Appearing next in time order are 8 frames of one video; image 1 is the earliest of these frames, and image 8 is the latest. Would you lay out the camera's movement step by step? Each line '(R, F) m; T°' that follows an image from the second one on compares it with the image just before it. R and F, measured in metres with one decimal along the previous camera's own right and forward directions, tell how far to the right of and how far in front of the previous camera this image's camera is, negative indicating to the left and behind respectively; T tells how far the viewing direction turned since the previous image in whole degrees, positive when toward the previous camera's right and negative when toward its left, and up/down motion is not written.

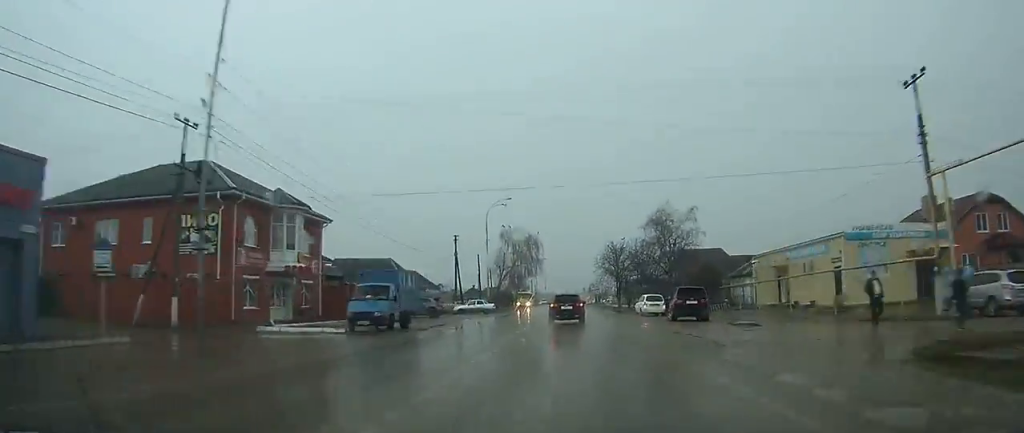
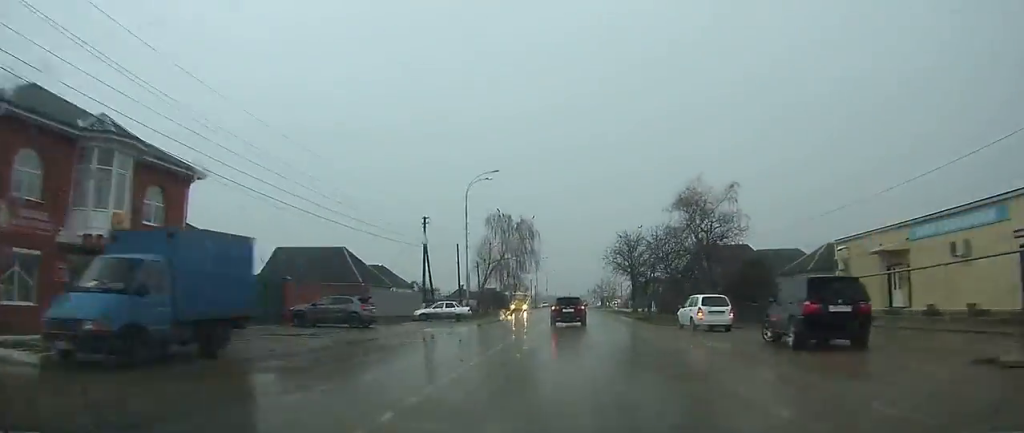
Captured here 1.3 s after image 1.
(+0.1, +16.0) m; 0°
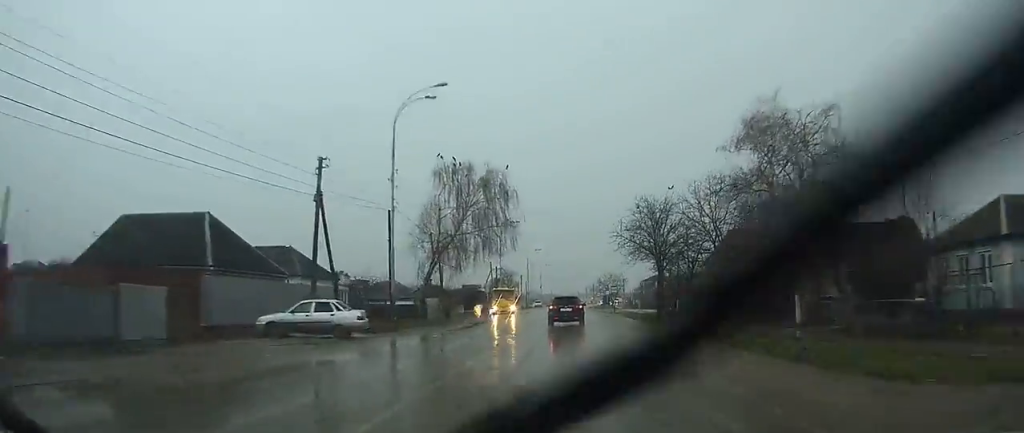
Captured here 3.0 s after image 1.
(+0.1, +21.9) m; 0°
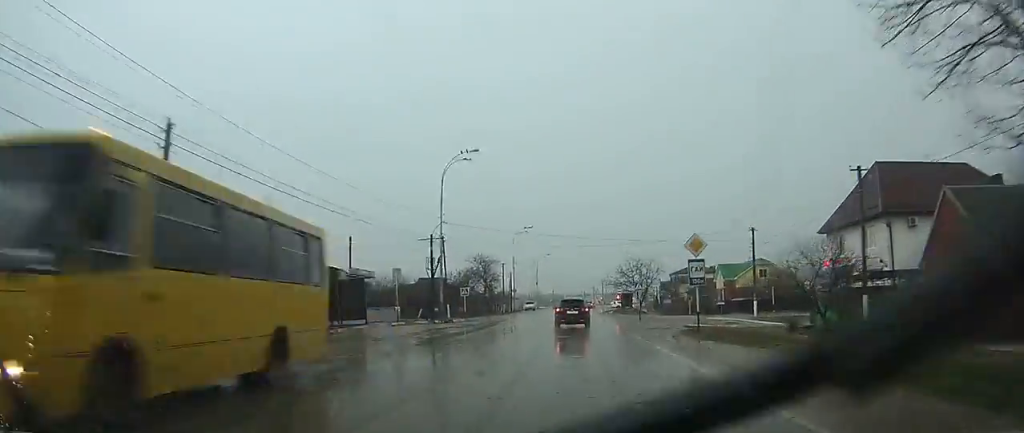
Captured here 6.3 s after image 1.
(-0.1, +41.4) m; 0°
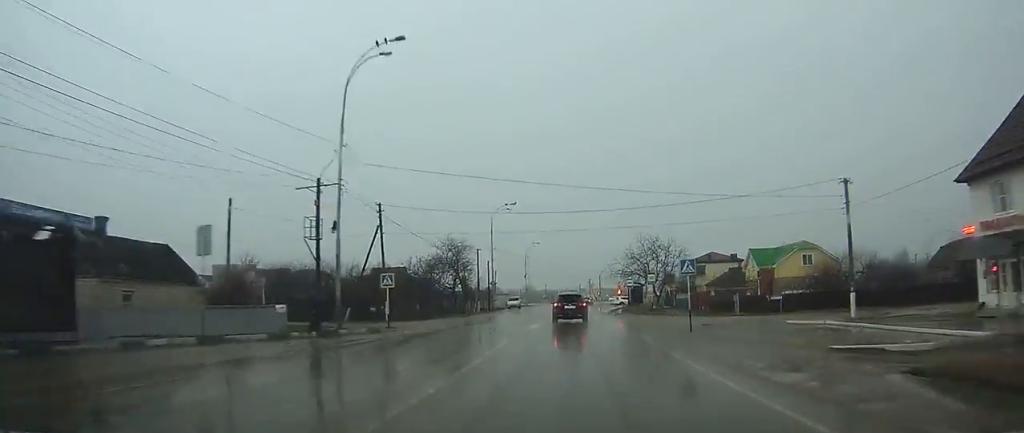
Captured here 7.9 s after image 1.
(-0.1, +19.0) m; 0°
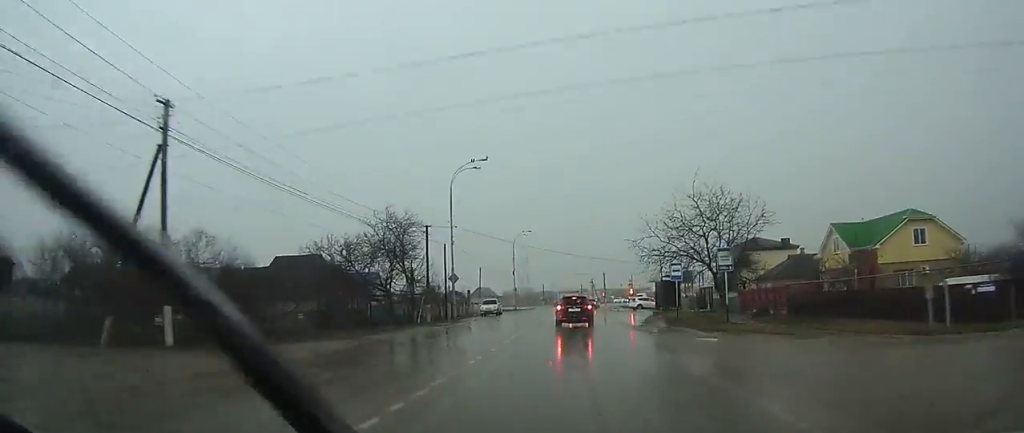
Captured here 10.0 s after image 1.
(+0.4, +22.7) m; +1°
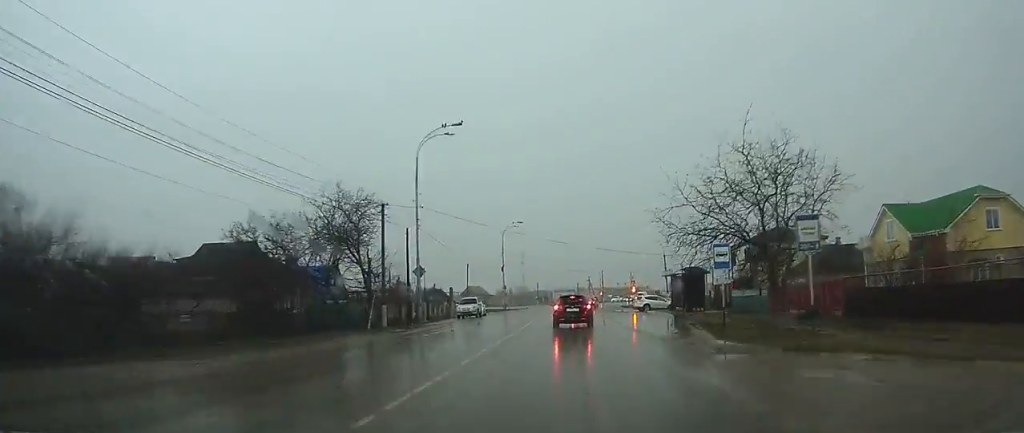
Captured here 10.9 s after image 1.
(0.0, +8.5) m; 0°
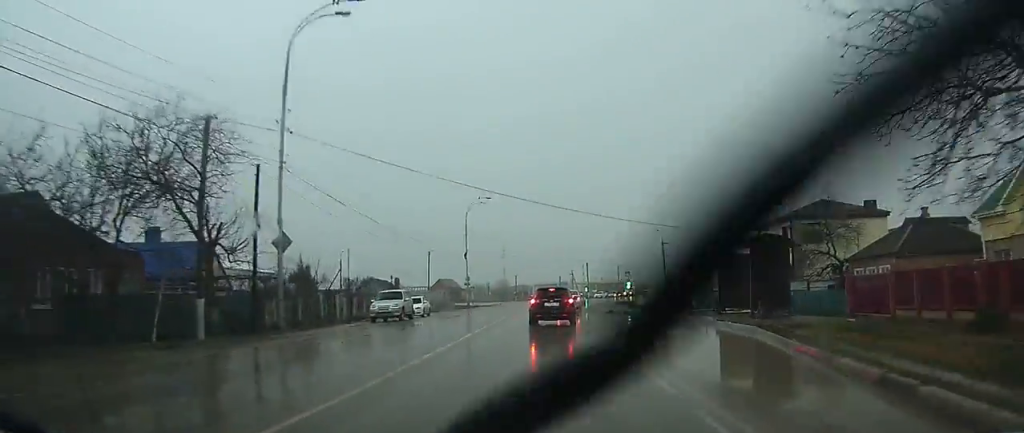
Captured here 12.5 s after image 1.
(+0.1, +14.8) m; 0°
